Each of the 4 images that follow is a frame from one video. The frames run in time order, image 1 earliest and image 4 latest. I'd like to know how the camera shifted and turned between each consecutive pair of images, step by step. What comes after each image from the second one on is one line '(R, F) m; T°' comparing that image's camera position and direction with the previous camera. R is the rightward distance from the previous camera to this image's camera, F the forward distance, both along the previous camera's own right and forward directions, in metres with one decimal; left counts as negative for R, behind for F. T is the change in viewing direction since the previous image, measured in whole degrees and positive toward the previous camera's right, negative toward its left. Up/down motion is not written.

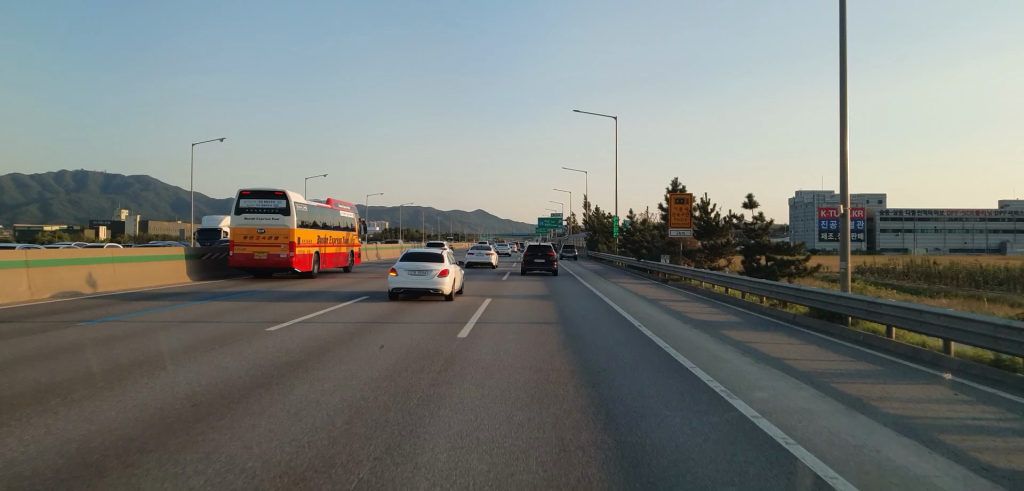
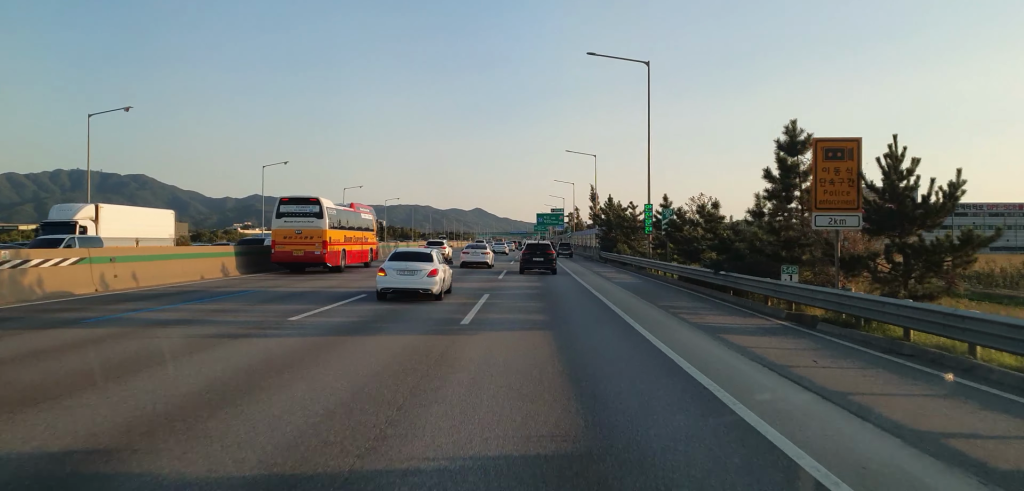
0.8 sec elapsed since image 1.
(+0.1, +19.0) m; 0°
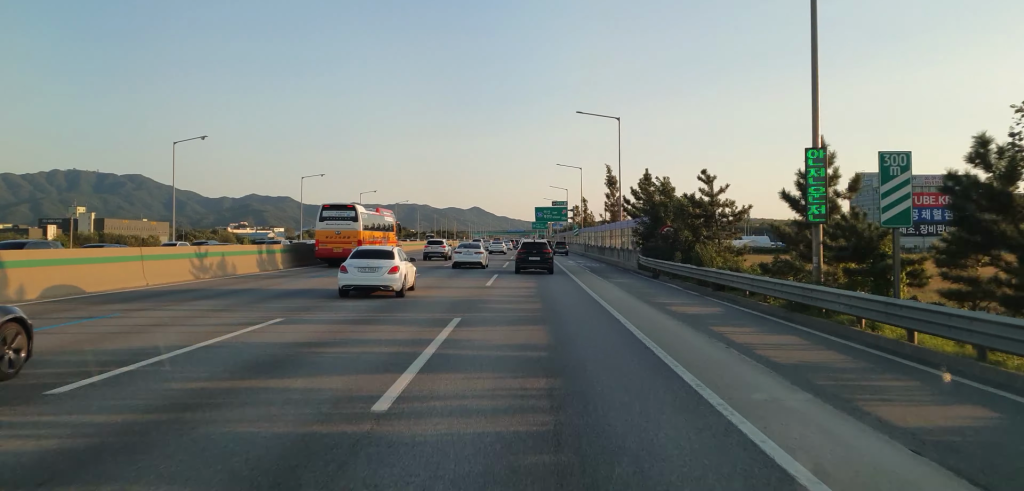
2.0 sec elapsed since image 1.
(0.0, +26.7) m; 0°
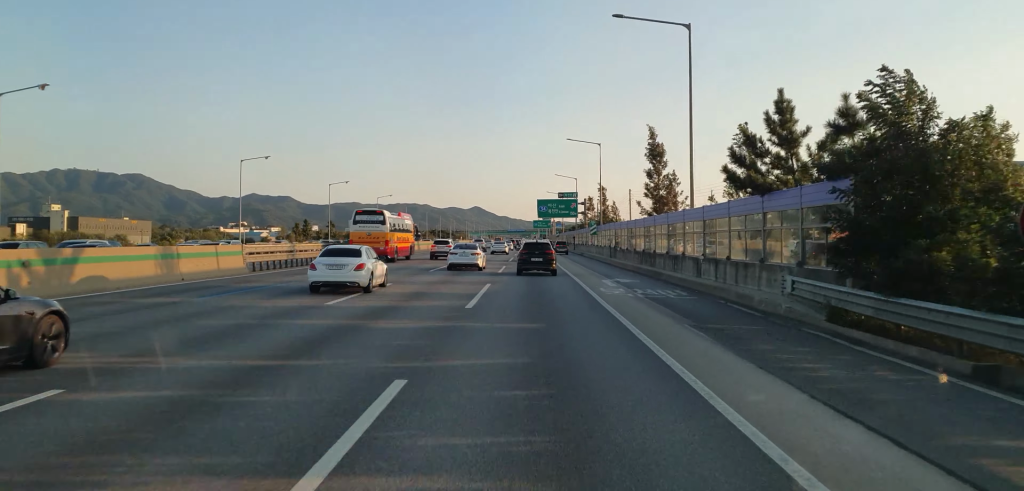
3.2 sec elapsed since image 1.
(0.0, +27.4) m; 0°
